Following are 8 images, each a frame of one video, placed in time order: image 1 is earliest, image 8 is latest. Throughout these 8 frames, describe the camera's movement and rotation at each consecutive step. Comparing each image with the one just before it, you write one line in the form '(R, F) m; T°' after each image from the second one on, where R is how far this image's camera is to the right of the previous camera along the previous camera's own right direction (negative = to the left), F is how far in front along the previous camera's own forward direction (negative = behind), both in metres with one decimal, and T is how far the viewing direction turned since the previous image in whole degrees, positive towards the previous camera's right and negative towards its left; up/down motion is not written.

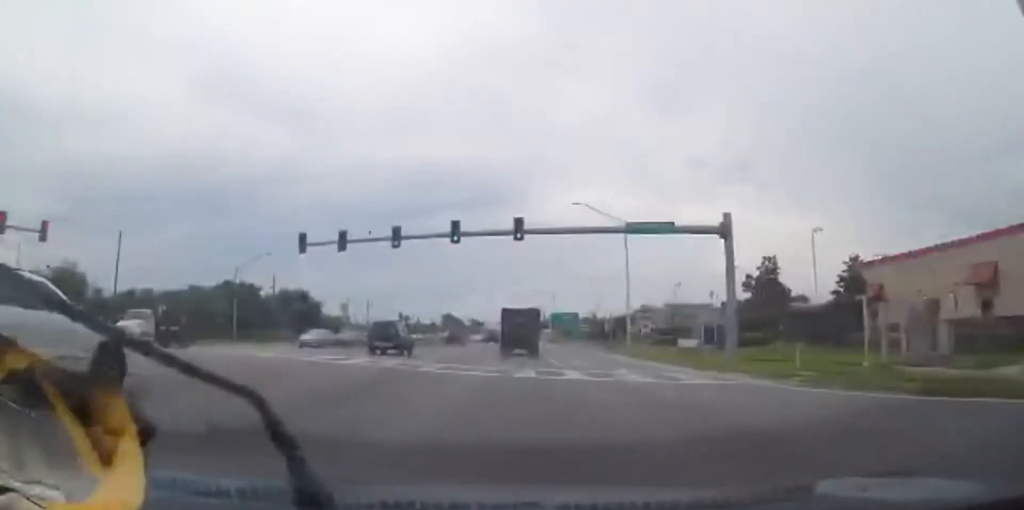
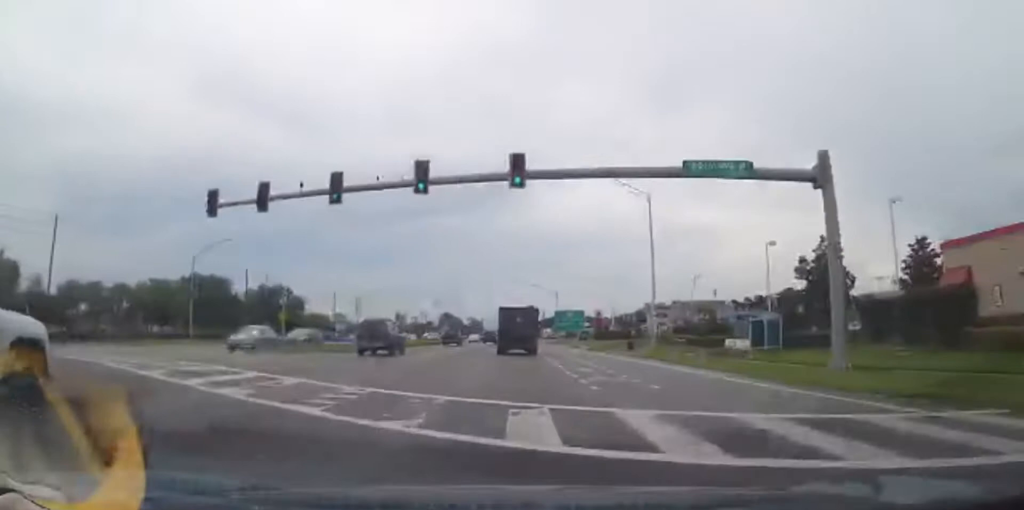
(0.0, +10.8) m; 0°
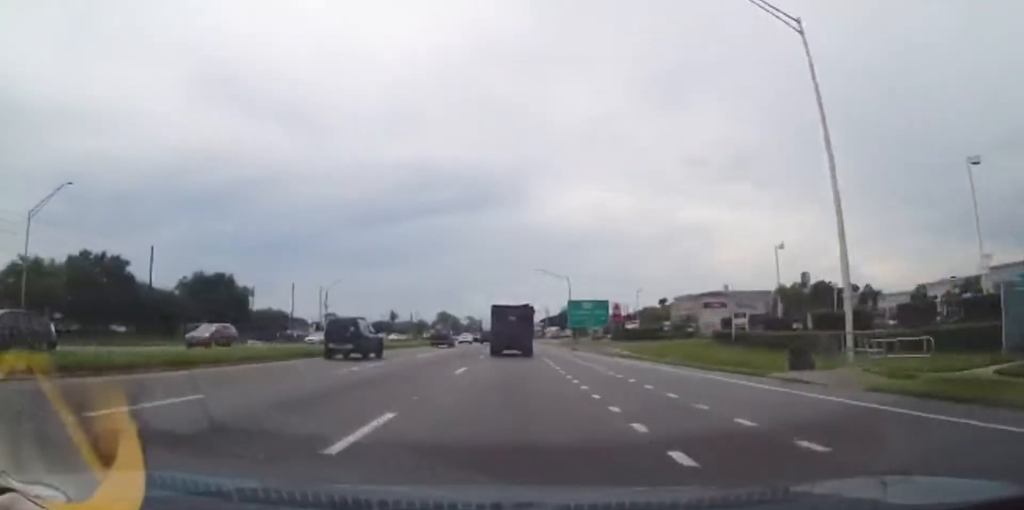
(0.0, +26.3) m; 0°
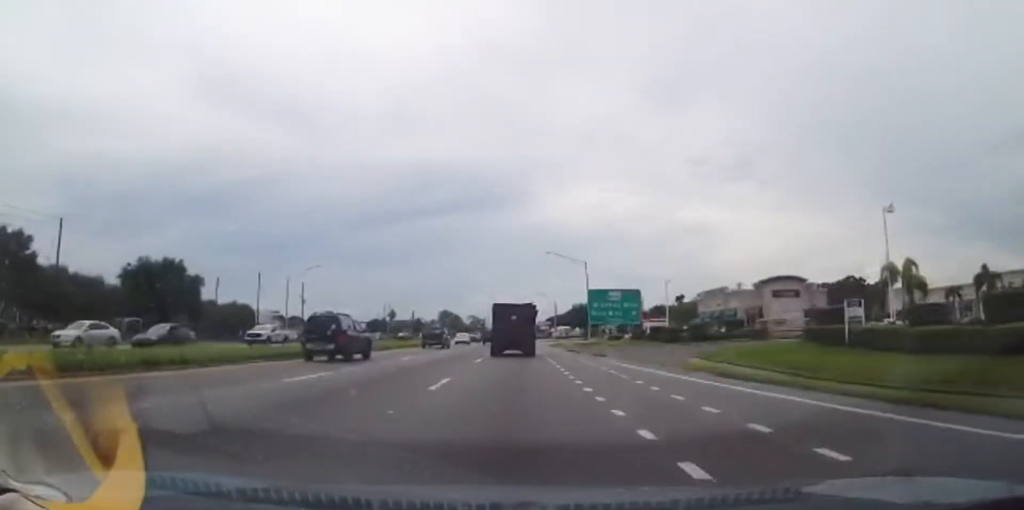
(0.0, +17.9) m; 0°
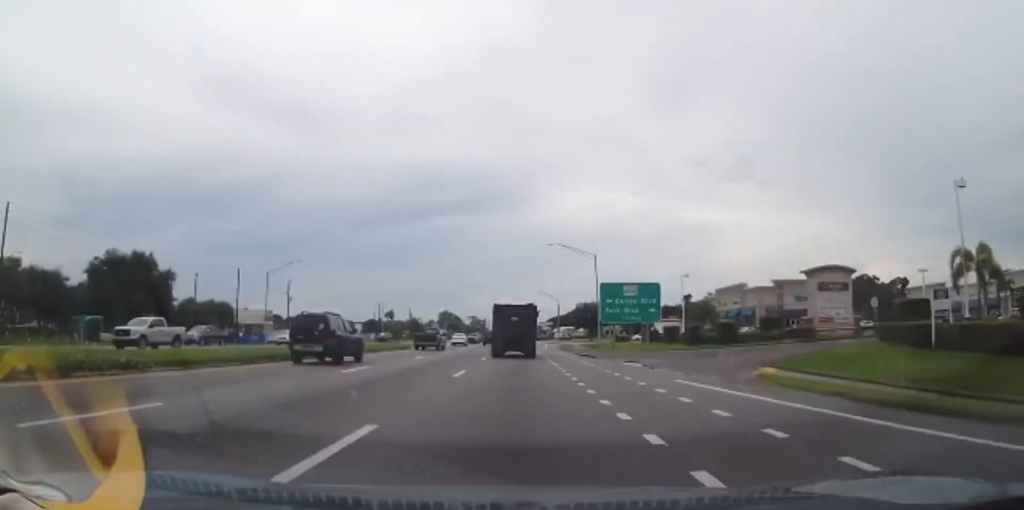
(-0.1, +8.0) m; 0°
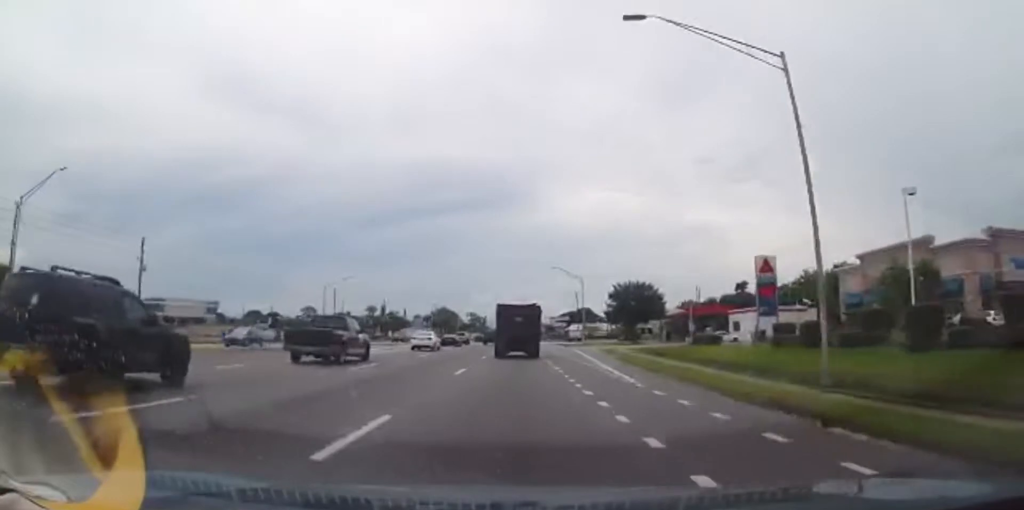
(0.0, +48.5) m; 0°
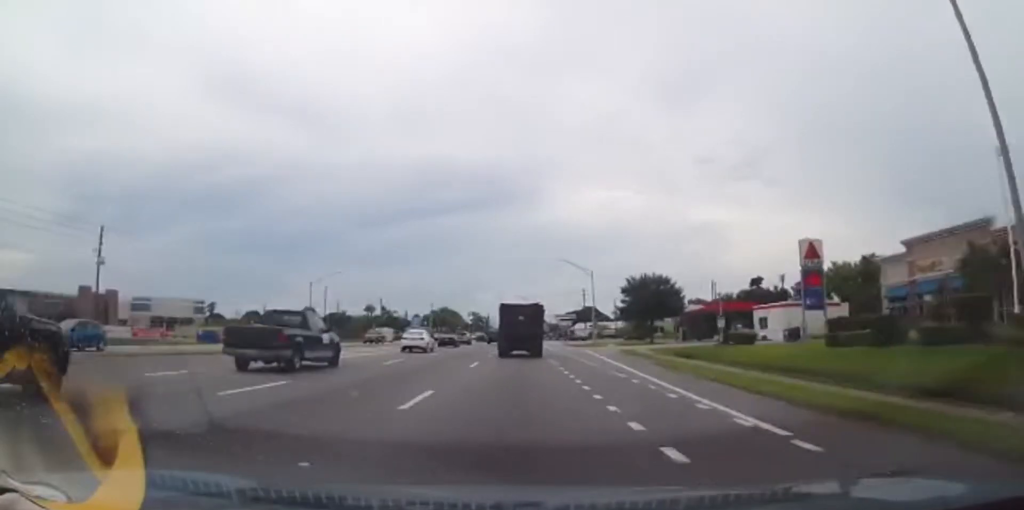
(0.0, +8.5) m; -1°
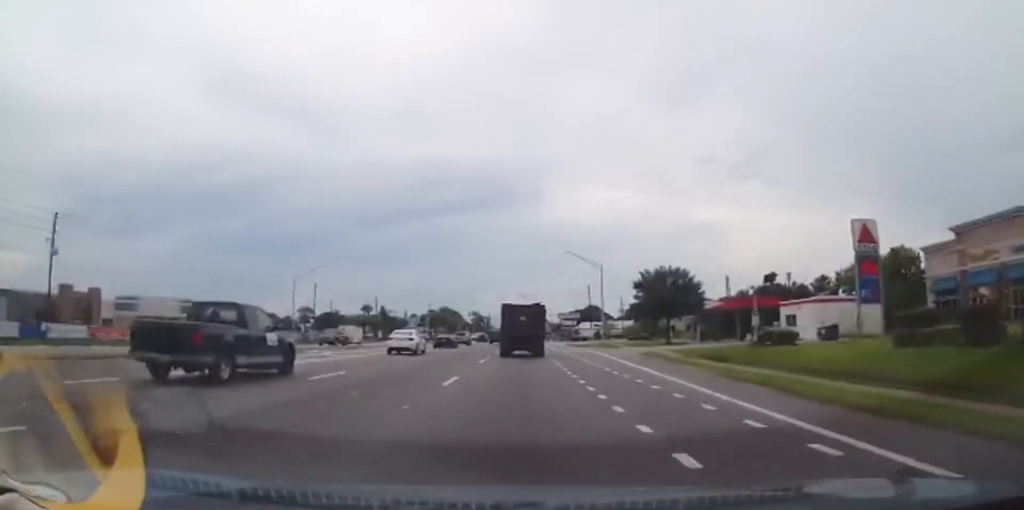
(0.0, +7.8) m; 0°
